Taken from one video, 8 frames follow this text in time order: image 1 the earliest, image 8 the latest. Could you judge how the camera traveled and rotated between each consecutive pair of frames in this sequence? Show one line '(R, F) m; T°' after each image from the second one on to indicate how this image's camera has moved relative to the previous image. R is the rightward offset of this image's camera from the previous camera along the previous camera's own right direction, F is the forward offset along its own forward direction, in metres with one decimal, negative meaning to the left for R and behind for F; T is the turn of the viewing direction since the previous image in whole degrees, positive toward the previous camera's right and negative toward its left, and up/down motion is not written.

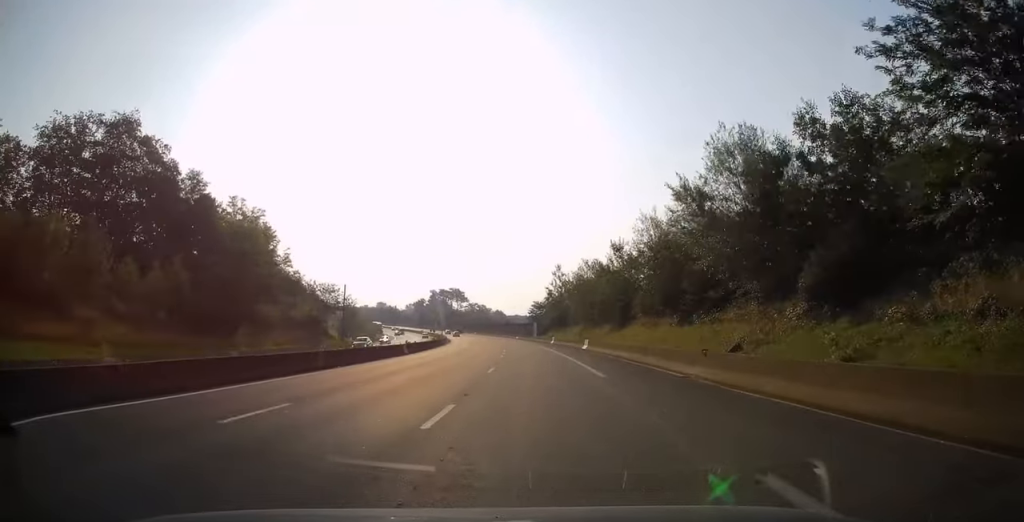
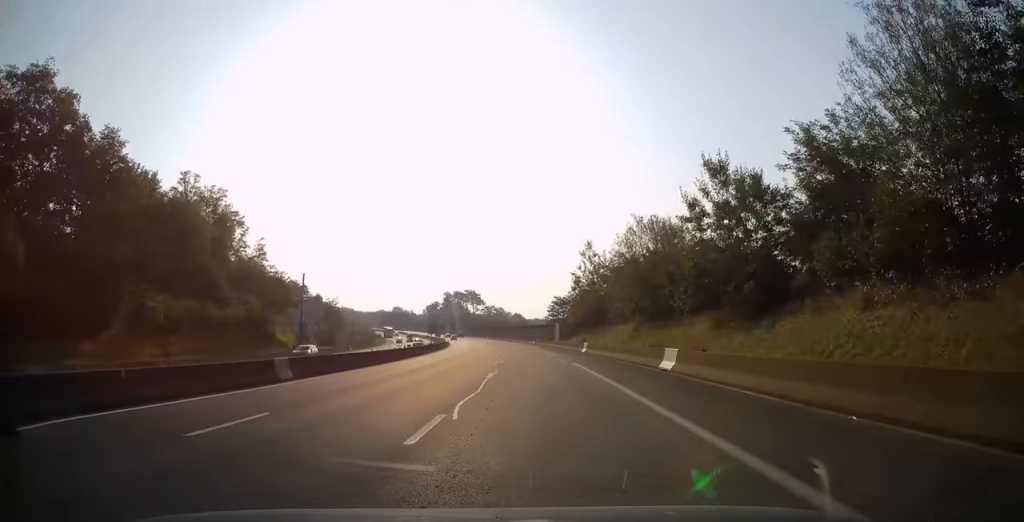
(-0.8, +27.3) m; -2°
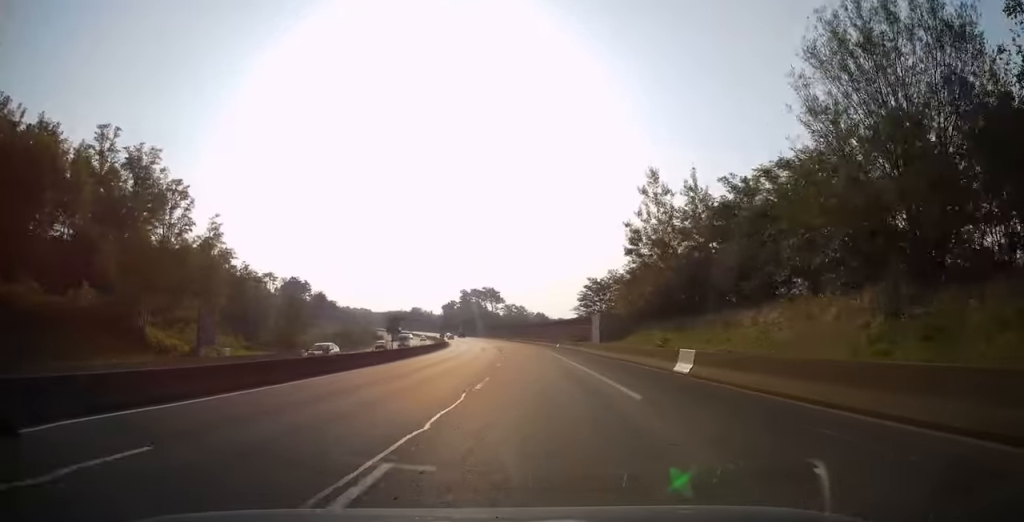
(-0.1, +30.3) m; -2°
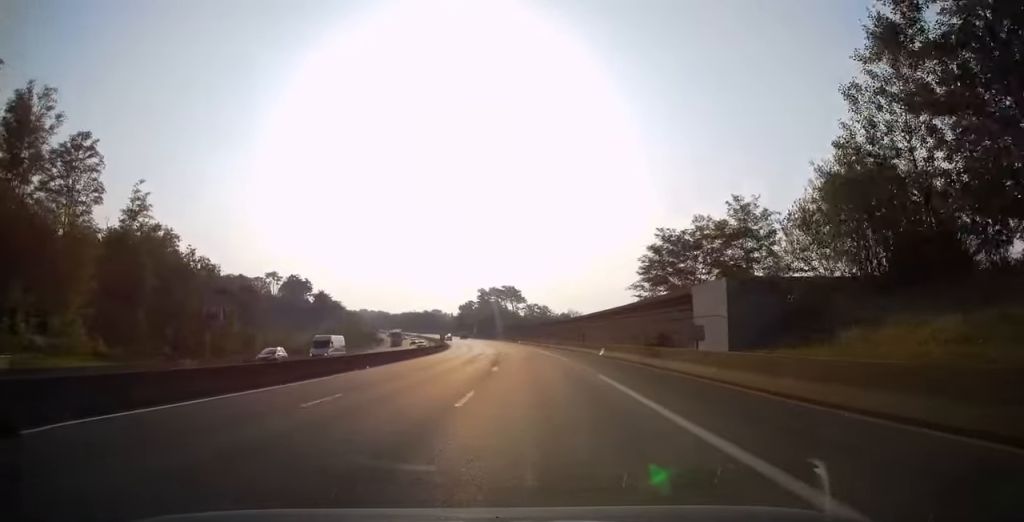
(-0.8, +30.1) m; -3°
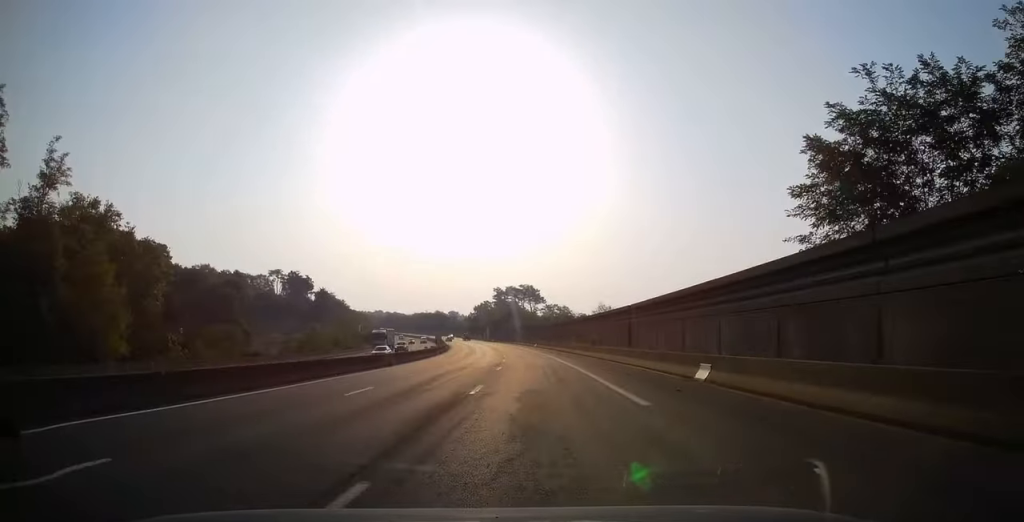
(-0.7, +22.7) m; -2°
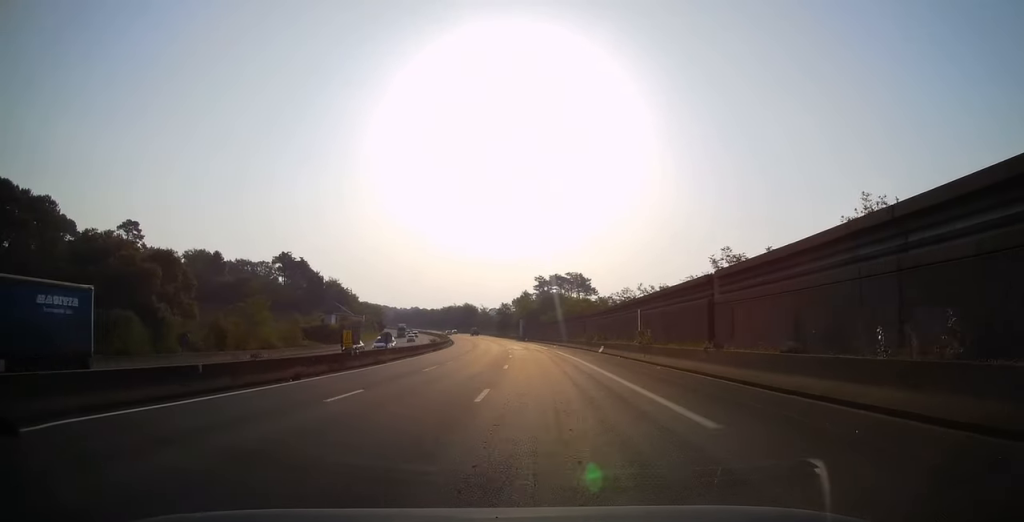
(-1.5, +54.6) m; -4°
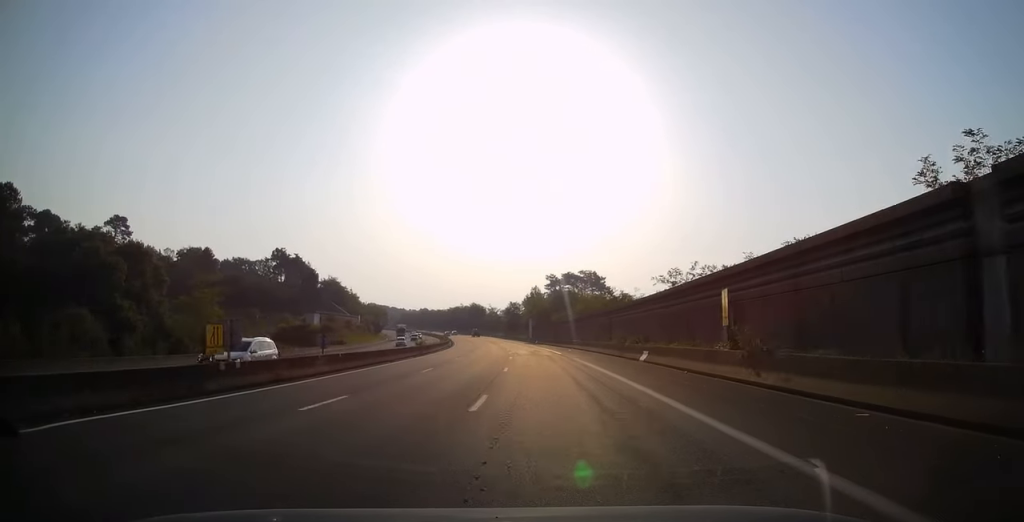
(-0.1, +14.8) m; -1°
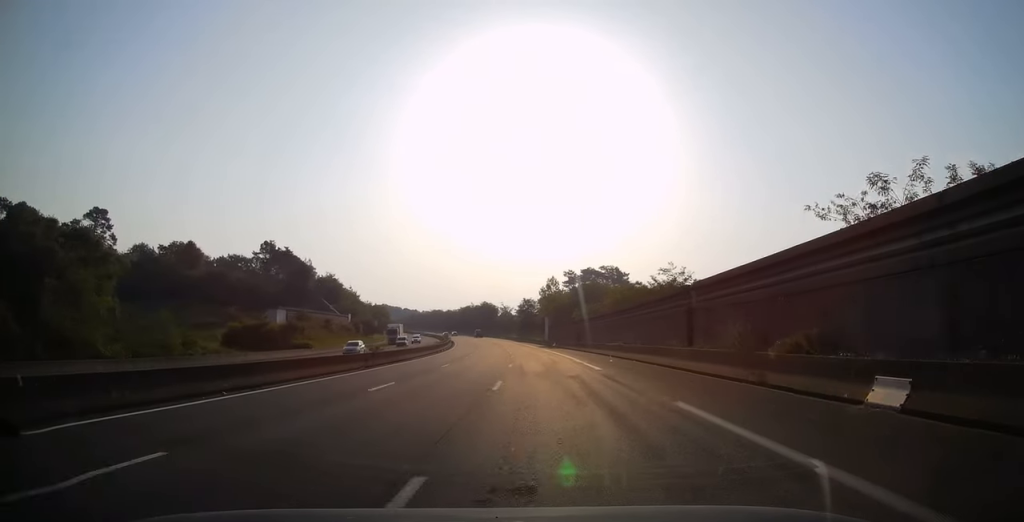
(-0.3, +21.2) m; -2°
